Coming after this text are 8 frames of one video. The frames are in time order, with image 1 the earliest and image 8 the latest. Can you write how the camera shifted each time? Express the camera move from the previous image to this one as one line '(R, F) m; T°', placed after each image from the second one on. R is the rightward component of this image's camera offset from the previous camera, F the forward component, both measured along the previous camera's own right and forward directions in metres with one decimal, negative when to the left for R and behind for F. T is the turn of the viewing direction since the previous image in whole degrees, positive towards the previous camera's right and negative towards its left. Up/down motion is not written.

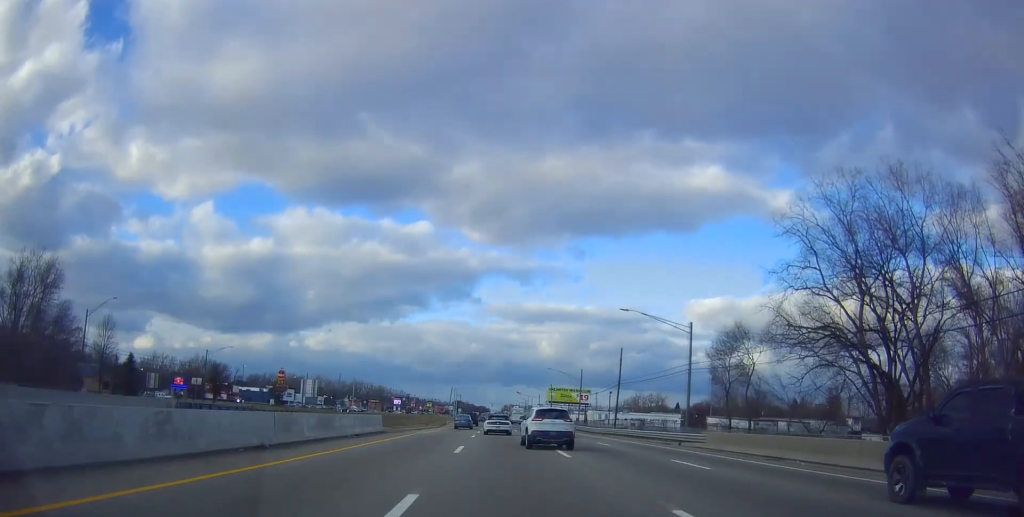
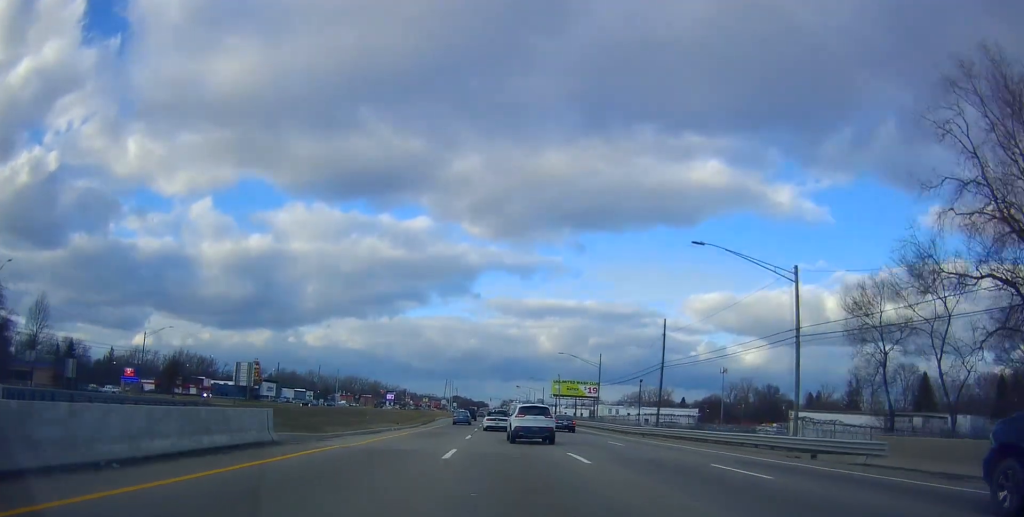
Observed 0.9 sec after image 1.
(-0.4, +19.1) m; 0°
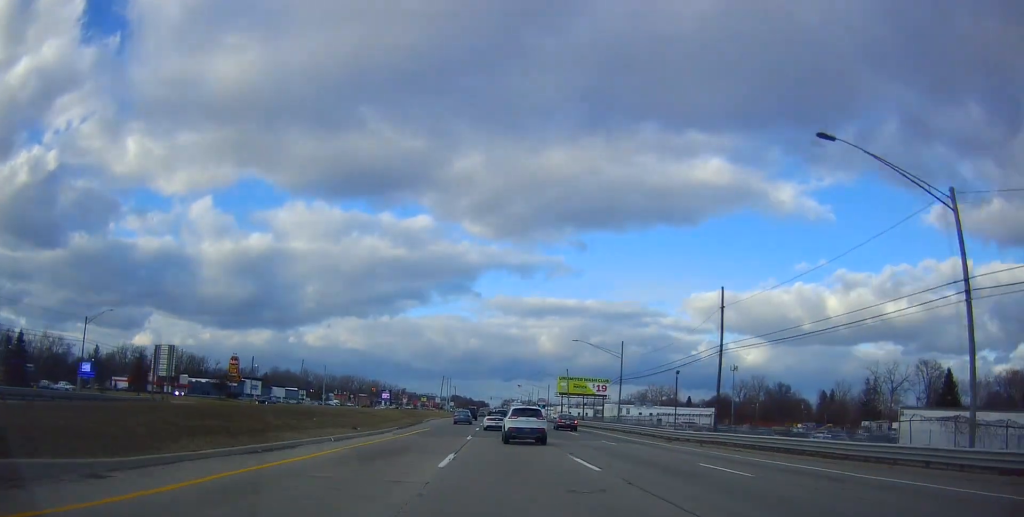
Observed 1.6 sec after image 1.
(+0.5, +14.2) m; +1°
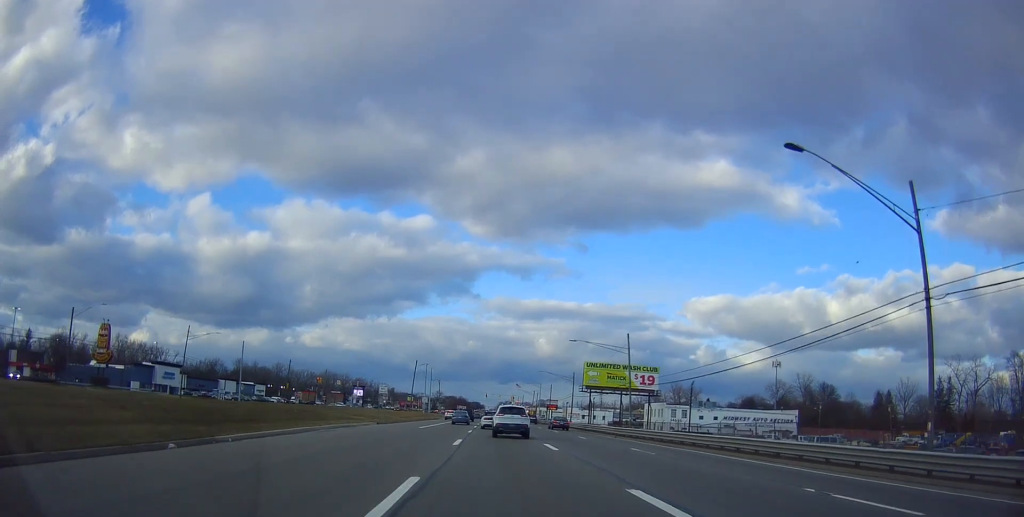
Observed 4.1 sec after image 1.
(+0.3, +53.6) m; +1°
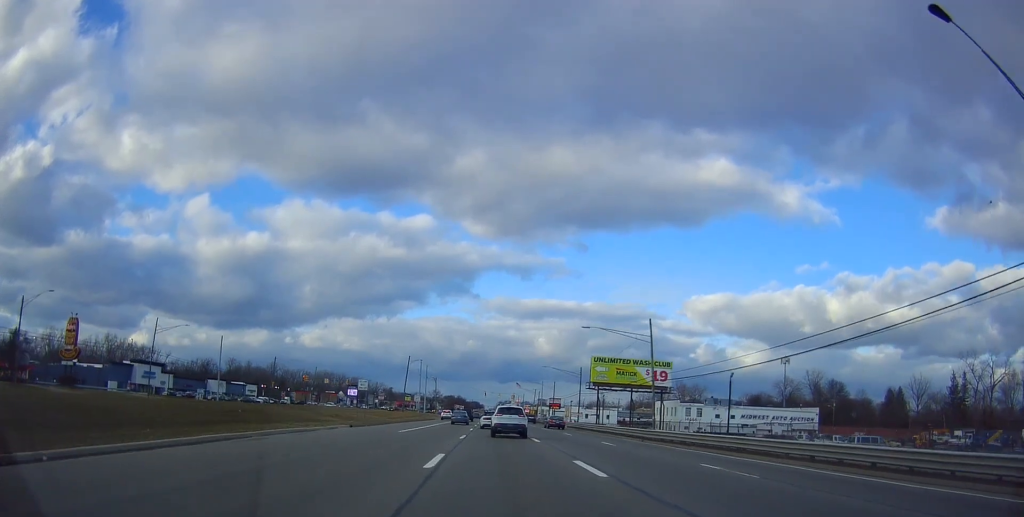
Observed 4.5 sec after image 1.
(0.0, +9.2) m; 0°
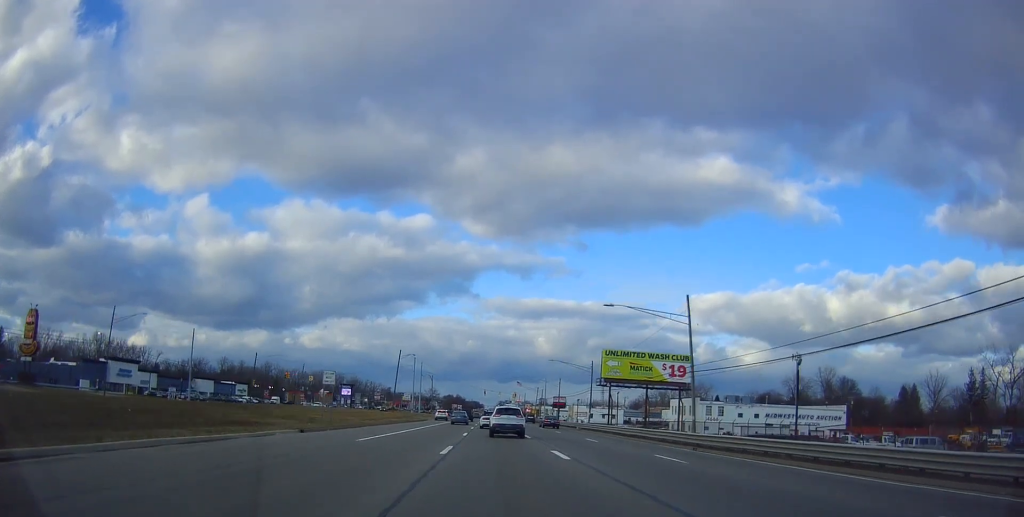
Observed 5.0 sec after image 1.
(0.0, +10.6) m; -1°
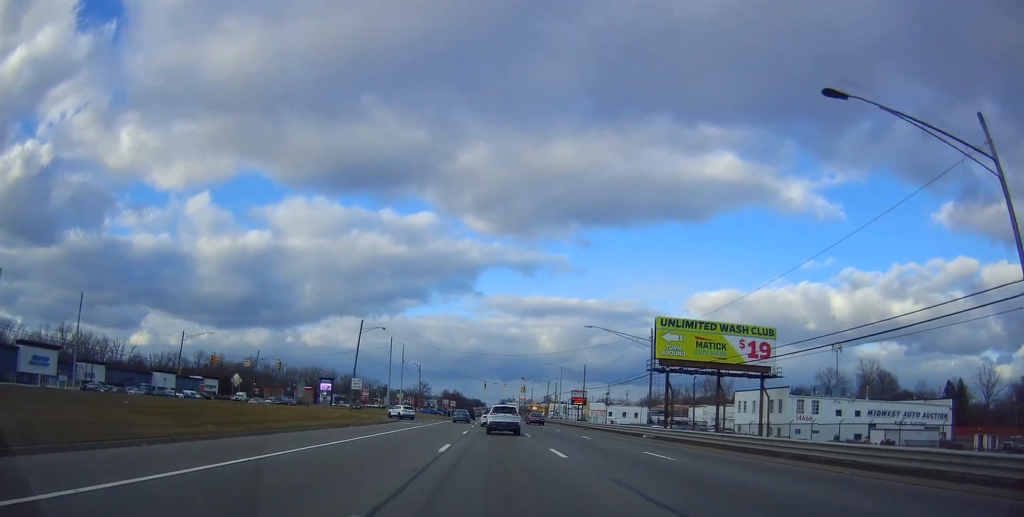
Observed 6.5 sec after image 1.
(-0.9, +30.3) m; -1°
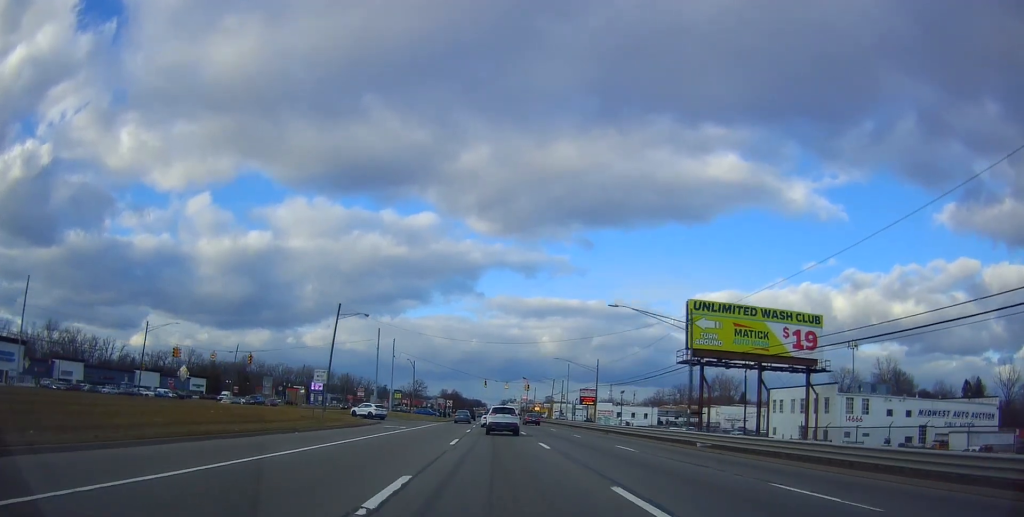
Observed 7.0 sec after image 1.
(0.0, +10.6) m; 0°
